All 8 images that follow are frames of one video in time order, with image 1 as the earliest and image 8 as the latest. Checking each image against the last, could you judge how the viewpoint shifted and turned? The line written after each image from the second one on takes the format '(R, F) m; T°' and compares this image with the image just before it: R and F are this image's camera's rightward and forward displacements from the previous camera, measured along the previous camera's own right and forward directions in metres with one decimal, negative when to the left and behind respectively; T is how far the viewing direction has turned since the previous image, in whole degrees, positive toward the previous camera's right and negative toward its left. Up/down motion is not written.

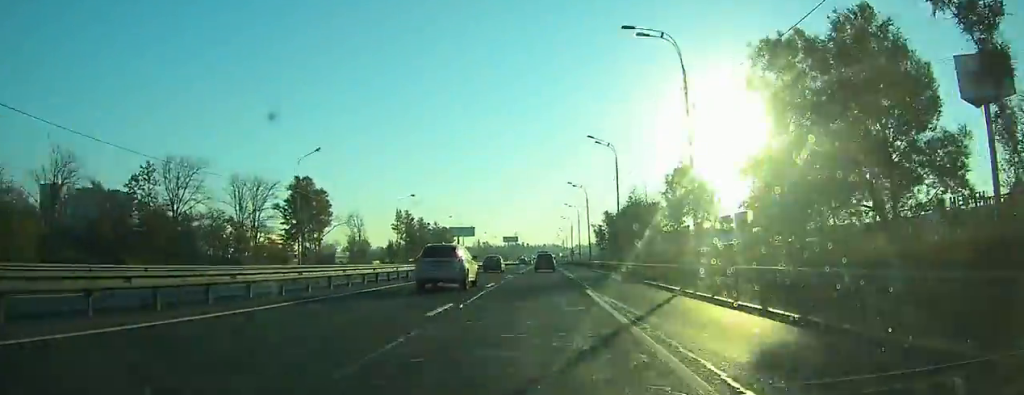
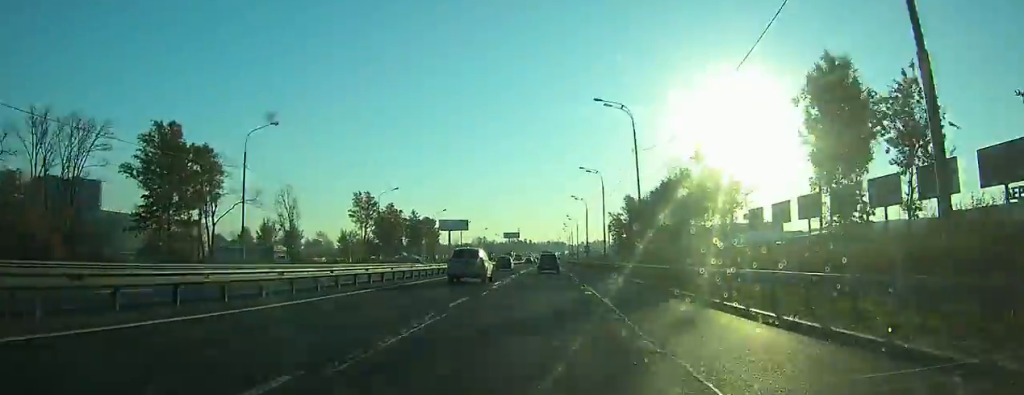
(-0.4, +46.6) m; -1°
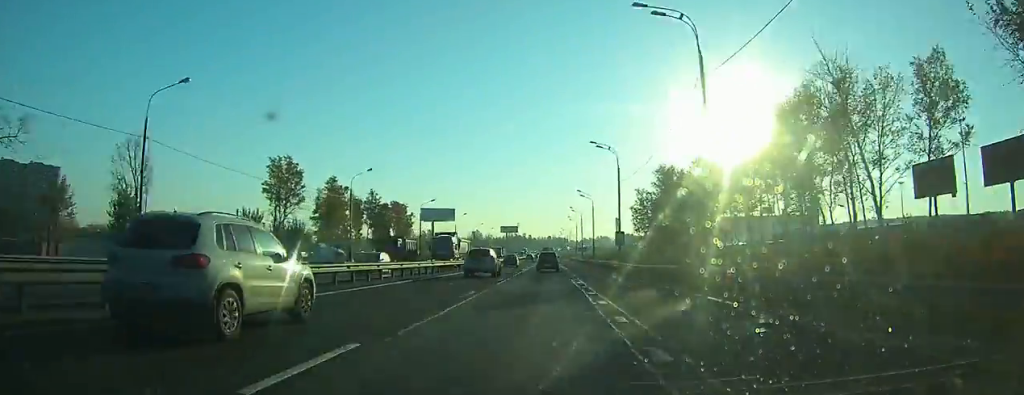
(-0.1, +44.7) m; 0°
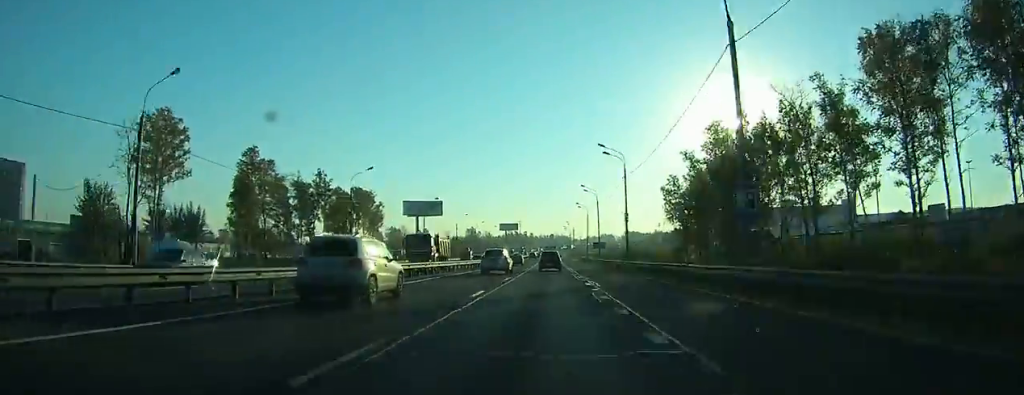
(+0.1, +32.8) m; 0°
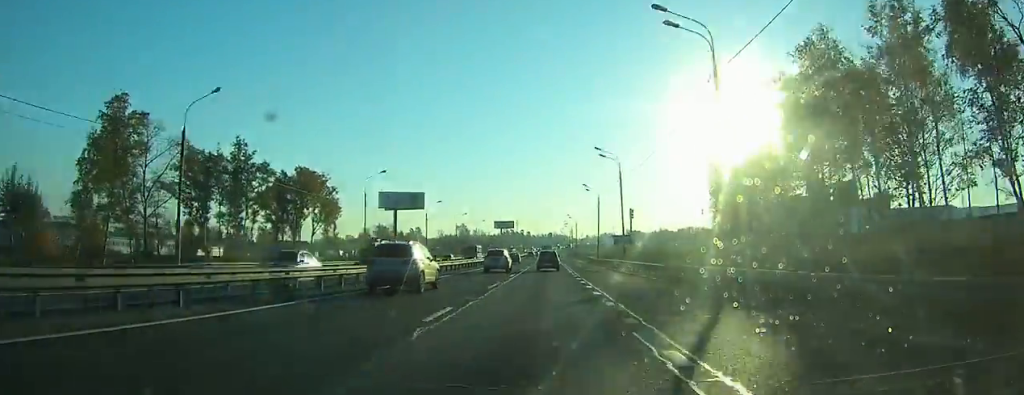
(+0.1, +27.6) m; 0°
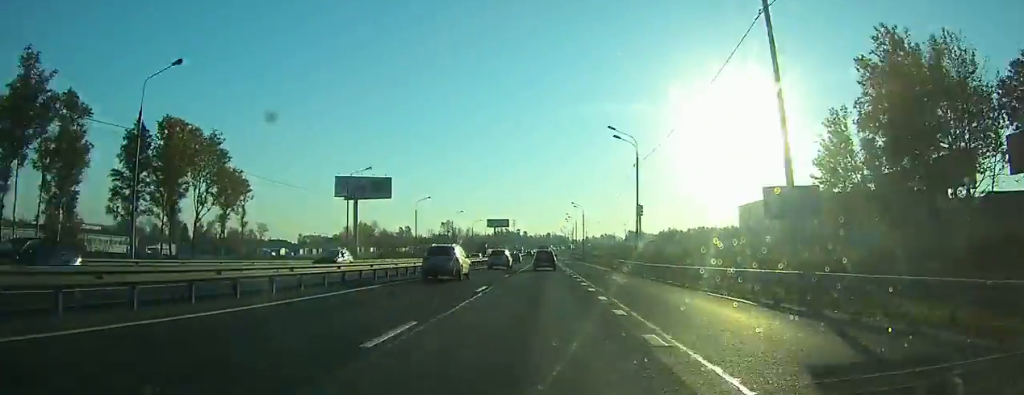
(-0.1, +40.4) m; 0°
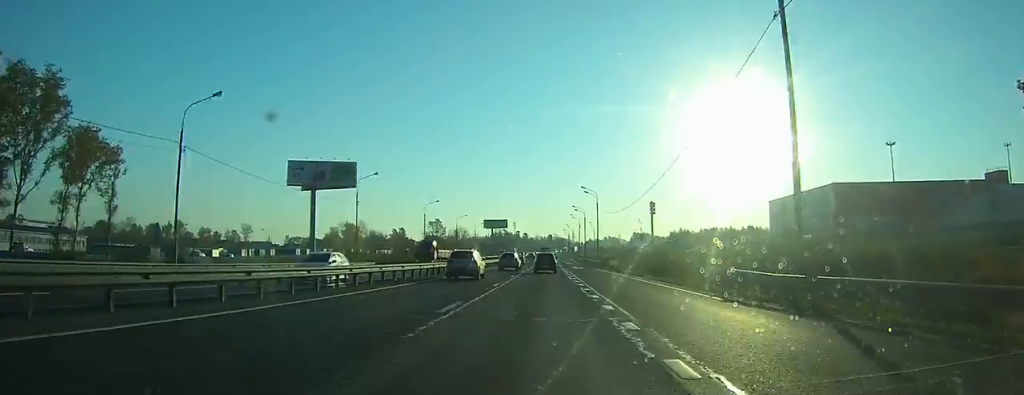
(0.0, +33.9) m; 0°
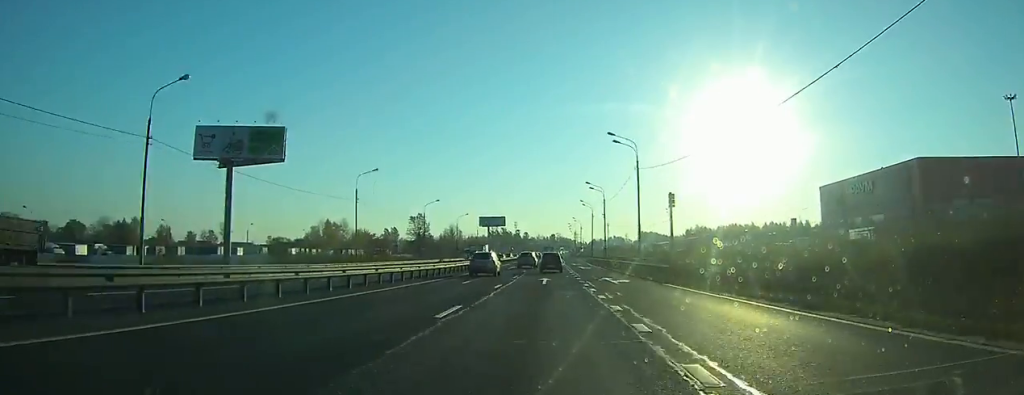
(+0.1, +39.7) m; 0°
